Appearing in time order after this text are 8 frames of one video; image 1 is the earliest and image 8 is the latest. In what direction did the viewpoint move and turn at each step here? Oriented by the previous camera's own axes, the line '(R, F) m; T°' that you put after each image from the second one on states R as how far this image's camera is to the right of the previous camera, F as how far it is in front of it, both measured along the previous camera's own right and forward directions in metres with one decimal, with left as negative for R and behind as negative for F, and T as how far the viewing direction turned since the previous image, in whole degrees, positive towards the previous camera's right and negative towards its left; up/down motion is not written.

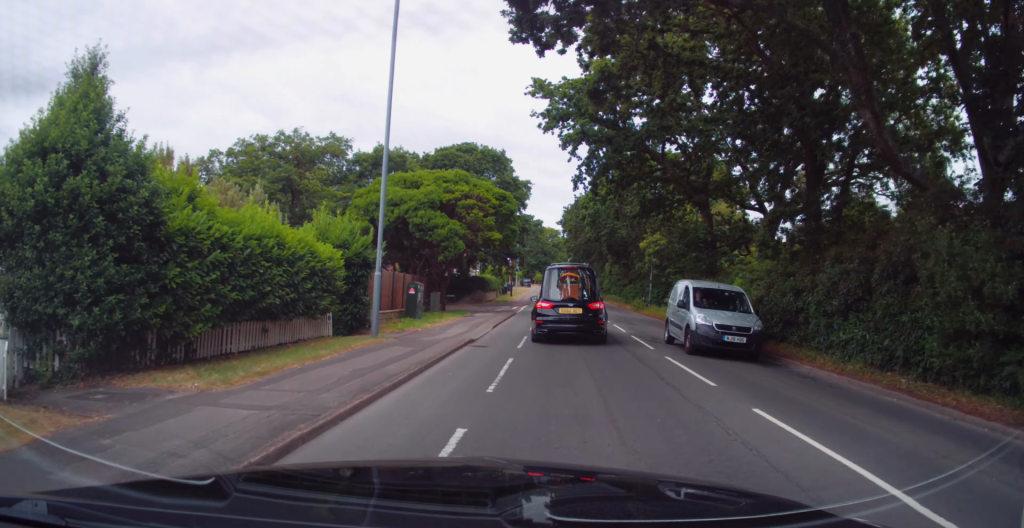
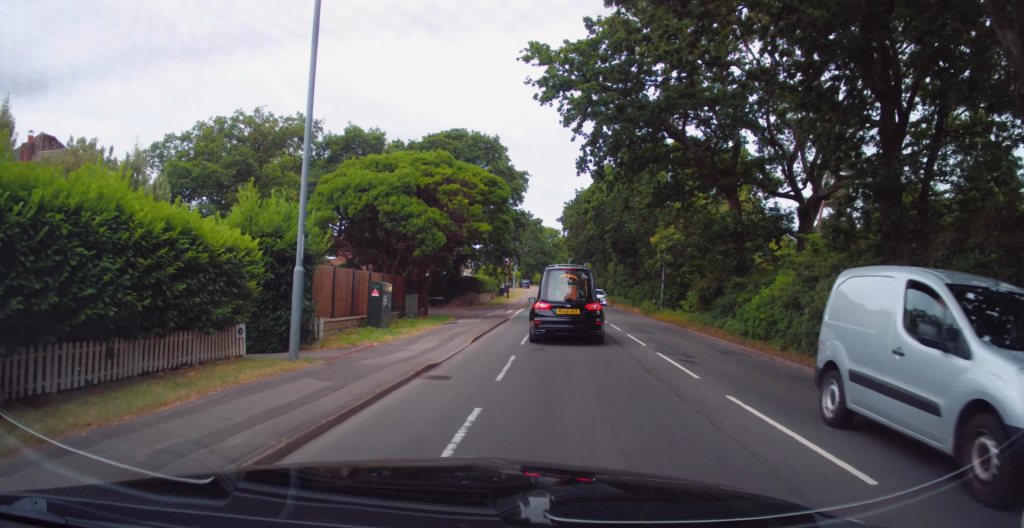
(+0.1, +4.9) m; +1°
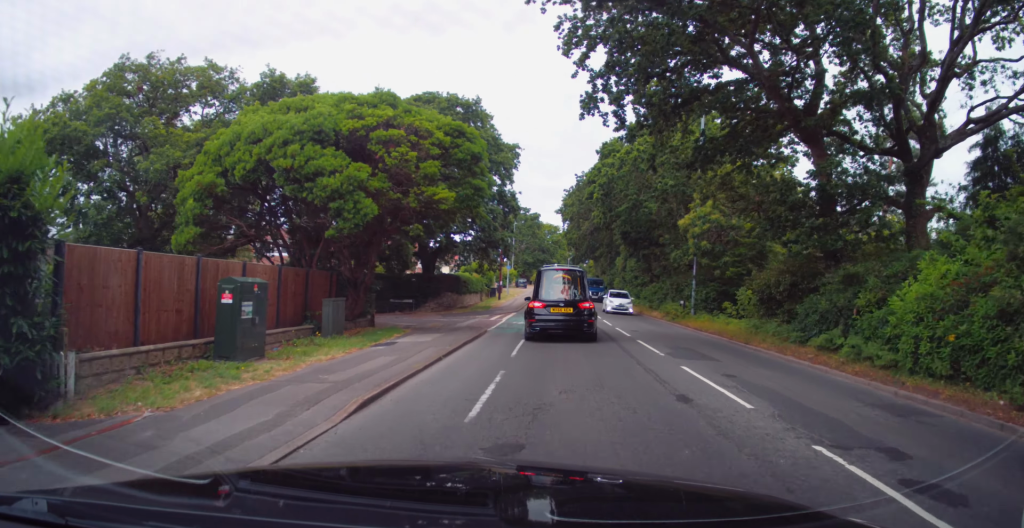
(0.0, +9.0) m; -1°
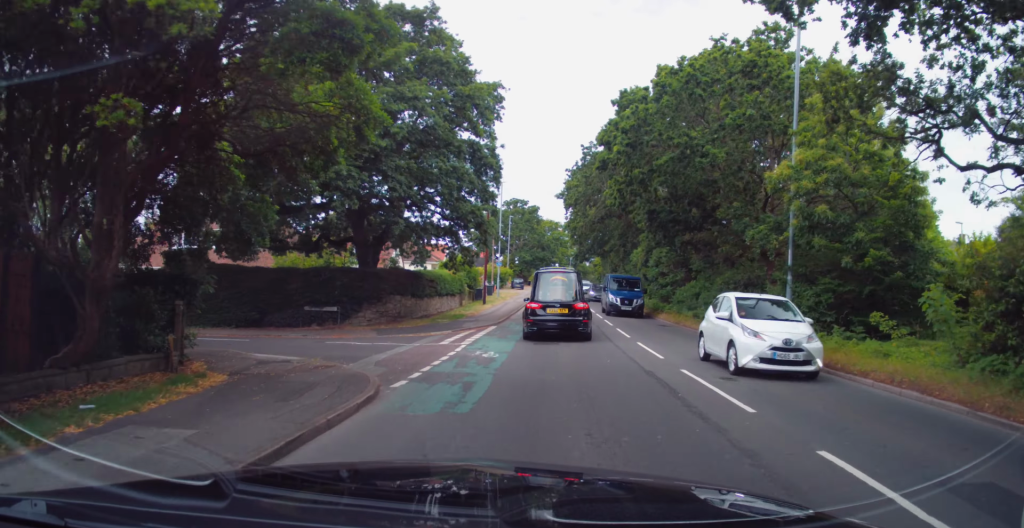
(-0.3, +12.3) m; +1°
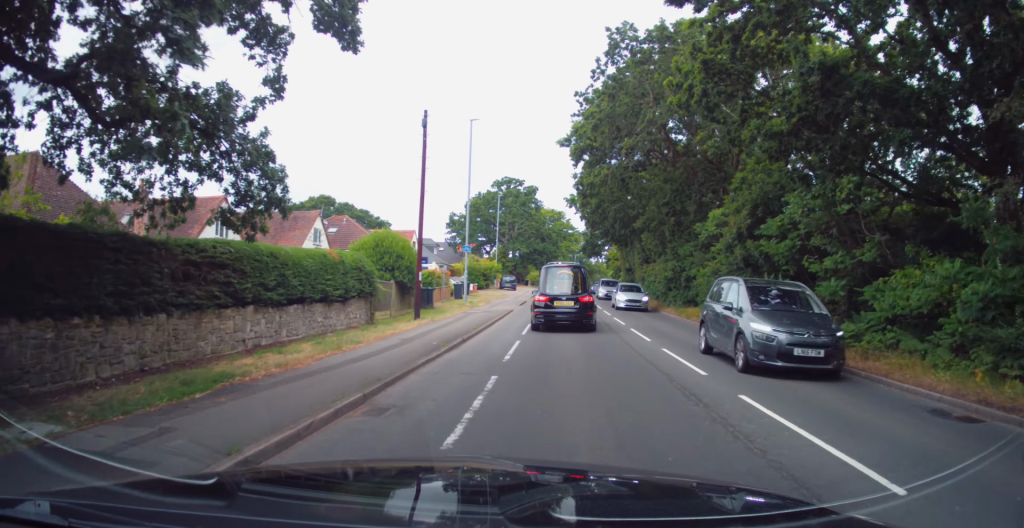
(+0.6, +21.6) m; -1°
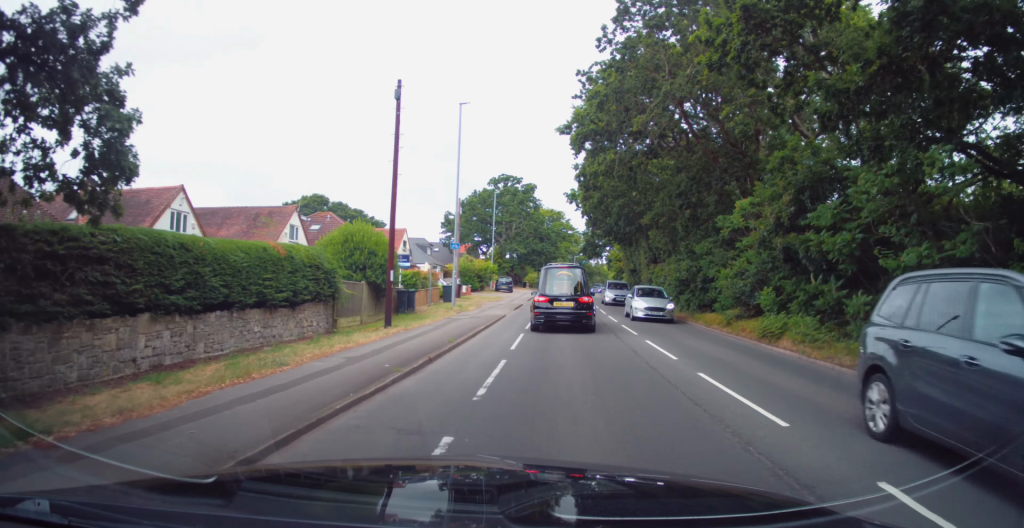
(-0.1, +3.7) m; 0°
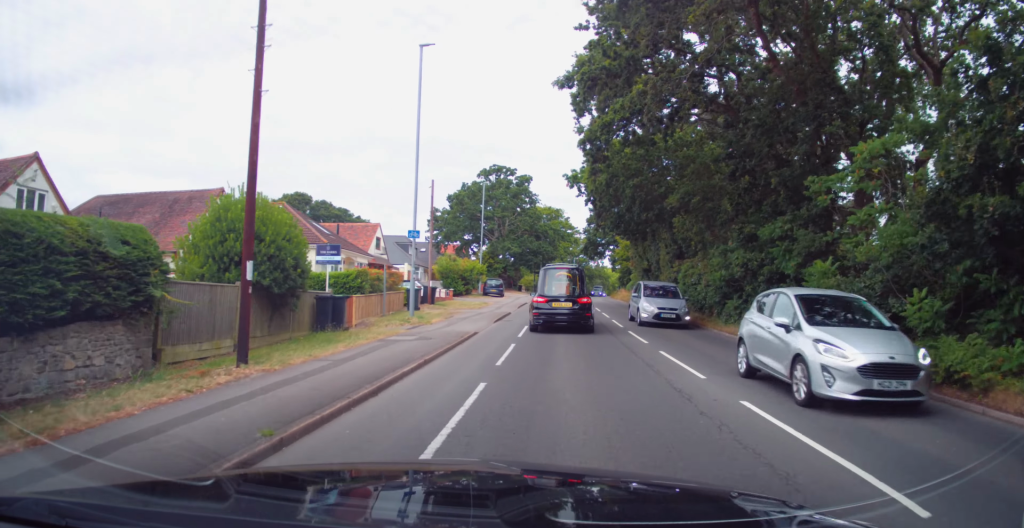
(+0.1, +8.6) m; 0°
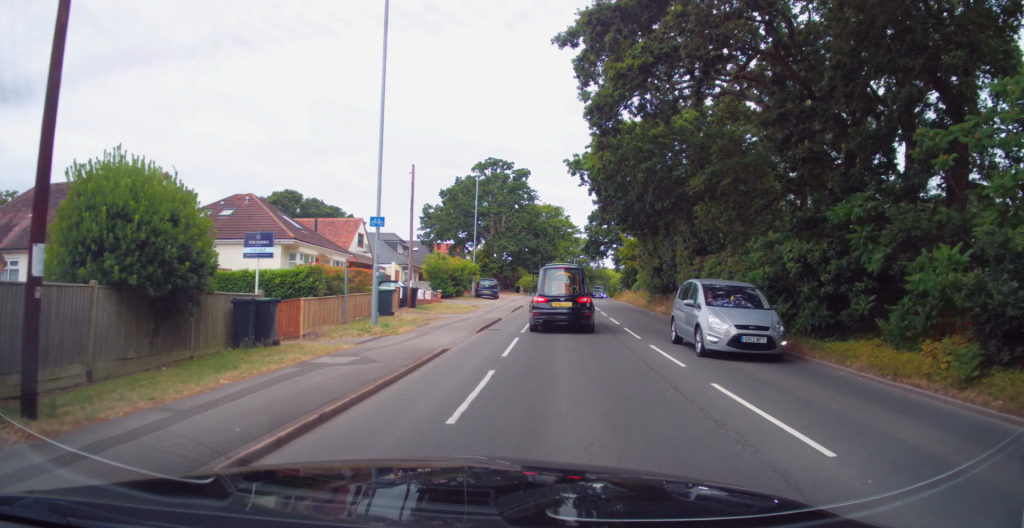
(+0.2, +4.6) m; 0°
